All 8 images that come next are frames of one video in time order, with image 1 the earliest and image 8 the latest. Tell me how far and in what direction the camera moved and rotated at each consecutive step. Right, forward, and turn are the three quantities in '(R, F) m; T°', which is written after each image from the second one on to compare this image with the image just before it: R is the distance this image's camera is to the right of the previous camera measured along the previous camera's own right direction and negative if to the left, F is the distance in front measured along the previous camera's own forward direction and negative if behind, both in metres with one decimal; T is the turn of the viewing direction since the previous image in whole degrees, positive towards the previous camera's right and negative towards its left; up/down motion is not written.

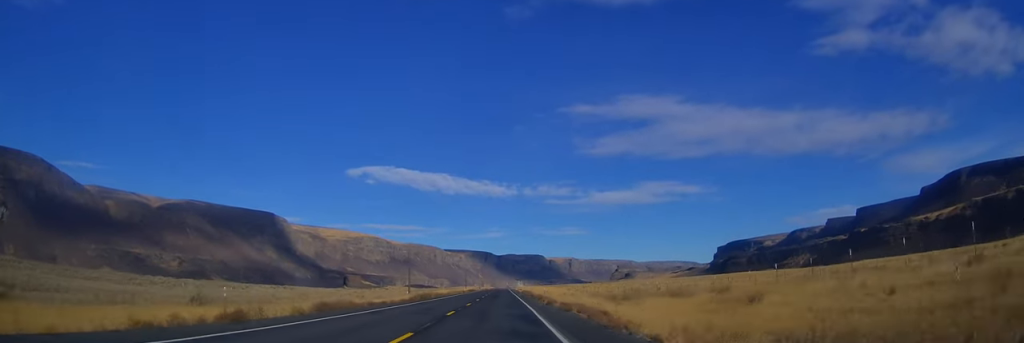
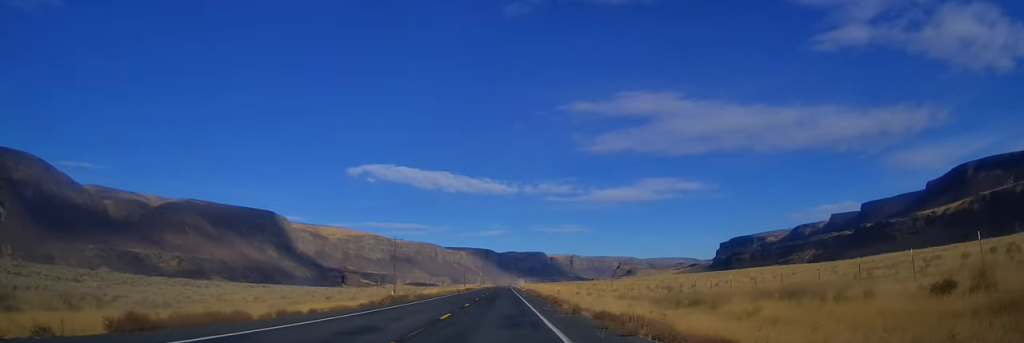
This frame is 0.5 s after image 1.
(+0.1, +14.6) m; 0°
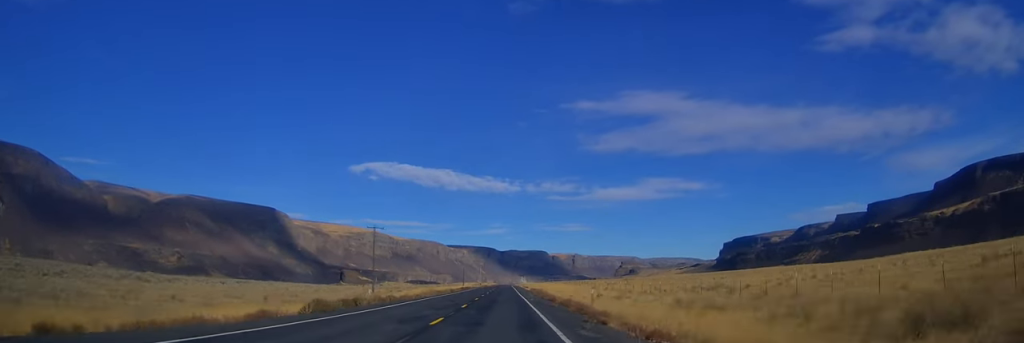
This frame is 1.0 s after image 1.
(+0.1, +15.6) m; 0°
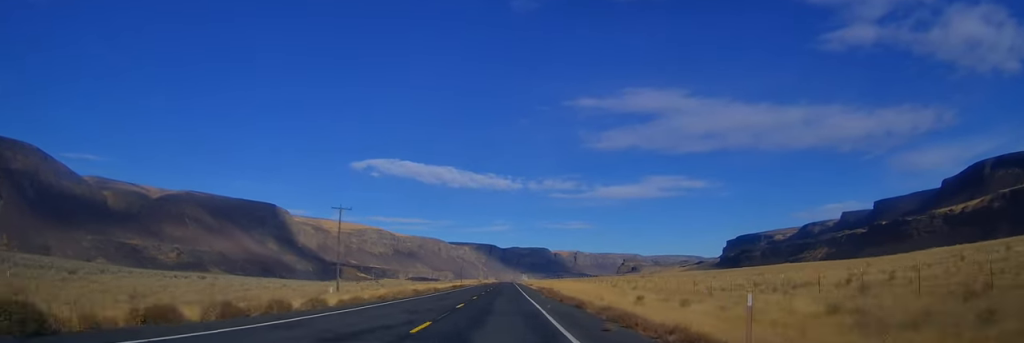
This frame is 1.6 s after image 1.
(-0.1, +16.4) m; -1°
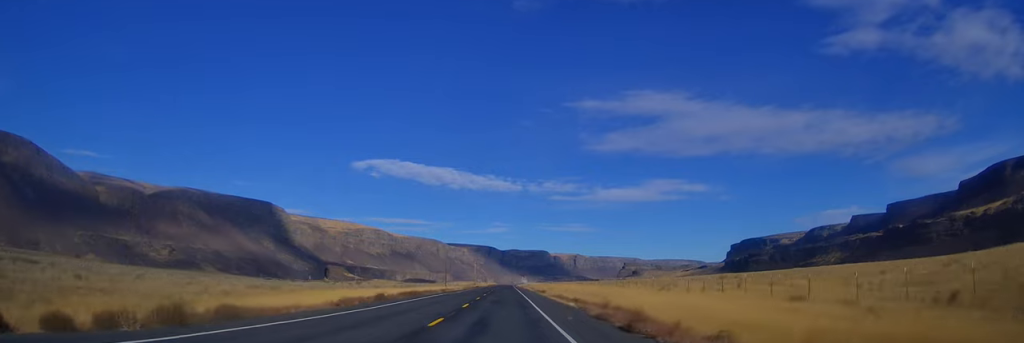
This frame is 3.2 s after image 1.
(-0.6, +46.0) m; 0°
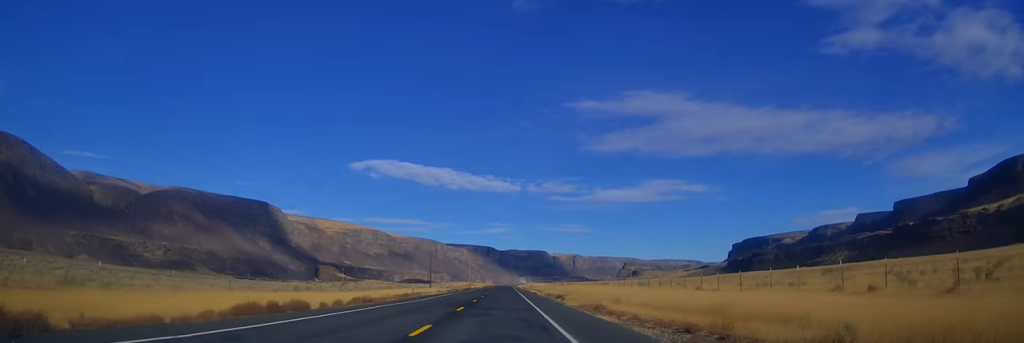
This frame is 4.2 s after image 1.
(+0.5, +27.6) m; +1°
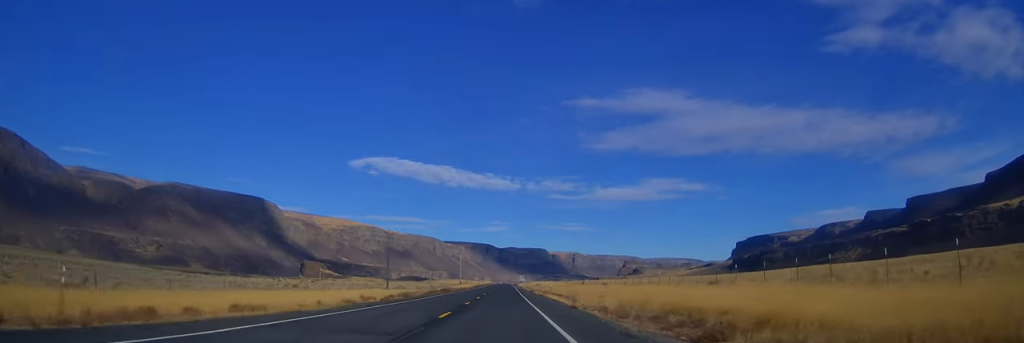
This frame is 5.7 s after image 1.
(-0.8, +42.9) m; -2°
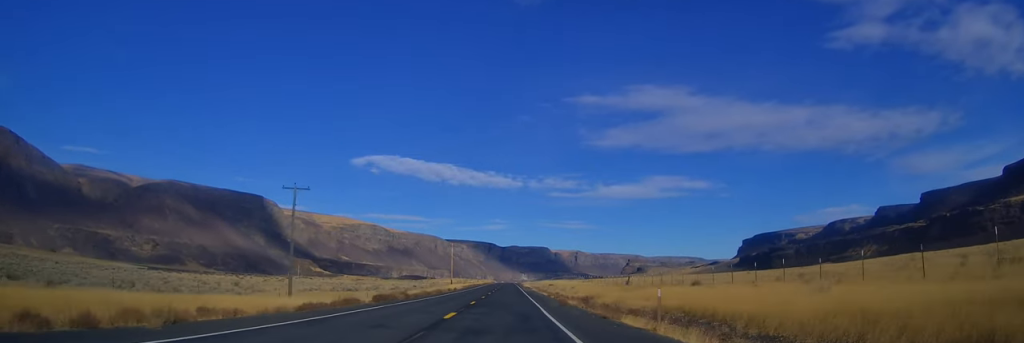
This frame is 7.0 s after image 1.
(+0.3, +37.1) m; +1°
